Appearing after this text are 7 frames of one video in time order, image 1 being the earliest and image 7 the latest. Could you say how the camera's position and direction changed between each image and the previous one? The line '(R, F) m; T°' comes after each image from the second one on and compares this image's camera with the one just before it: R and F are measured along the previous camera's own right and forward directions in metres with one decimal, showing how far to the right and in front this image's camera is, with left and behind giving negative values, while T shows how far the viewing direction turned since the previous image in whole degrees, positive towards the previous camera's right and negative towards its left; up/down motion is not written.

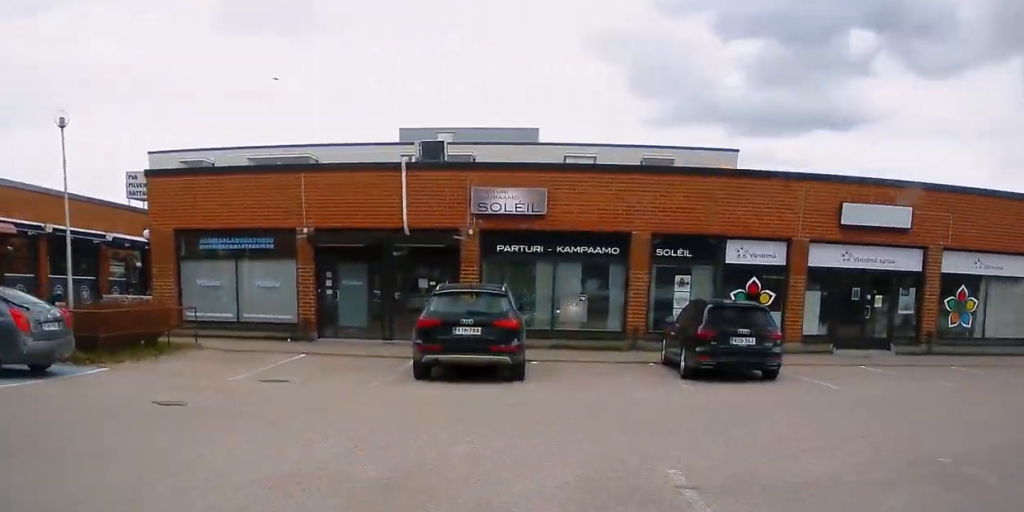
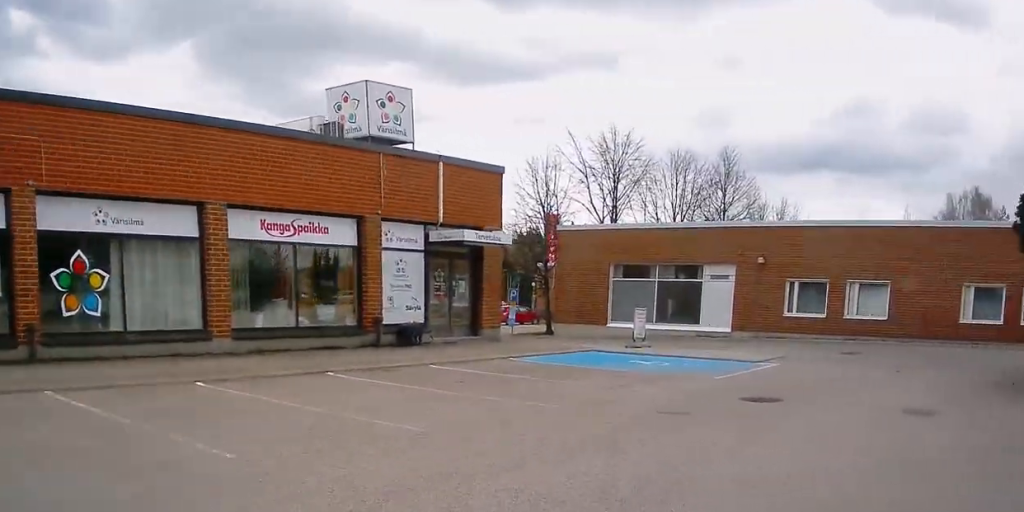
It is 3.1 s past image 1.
(+4.5, +9.4) m; +48°
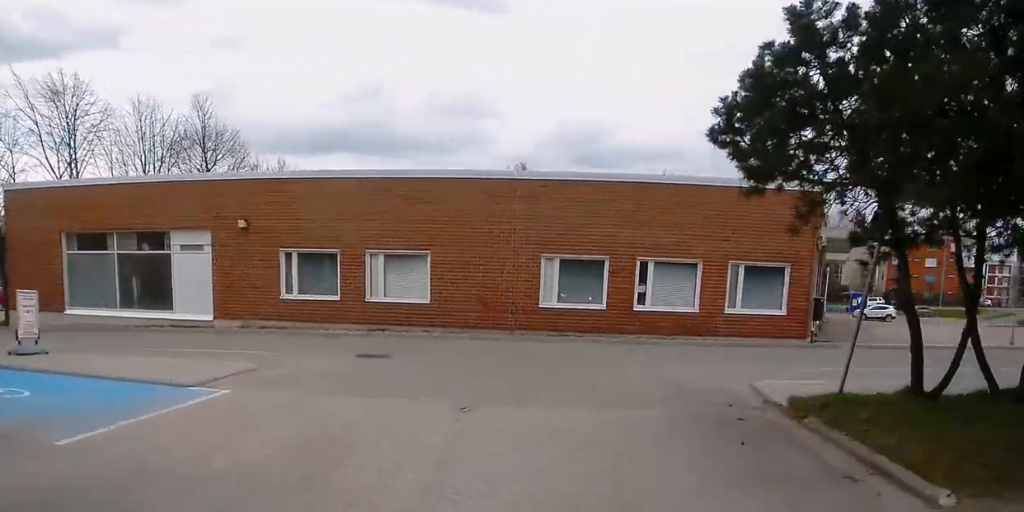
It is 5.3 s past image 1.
(+1.7, +7.6) m; +13°
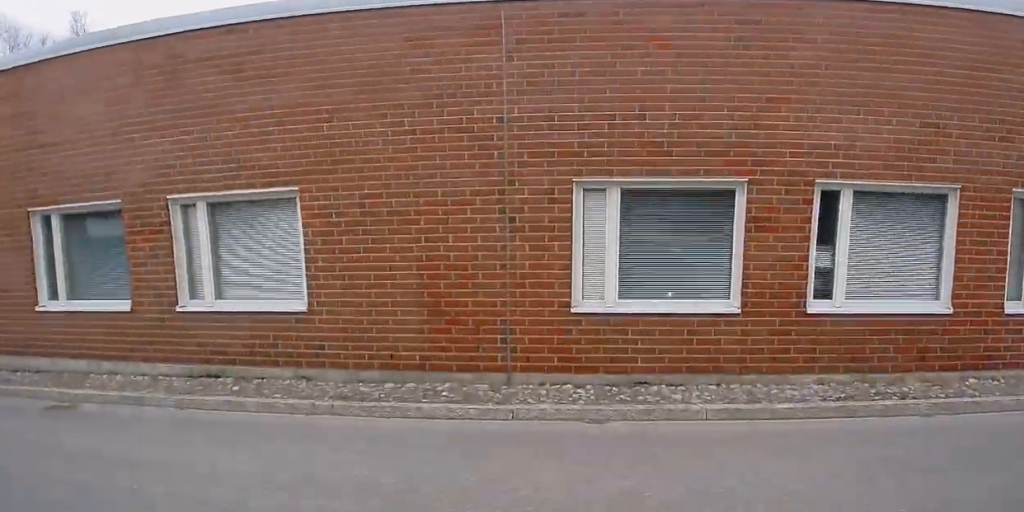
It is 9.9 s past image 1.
(-2.1, +11.7) m; -44°
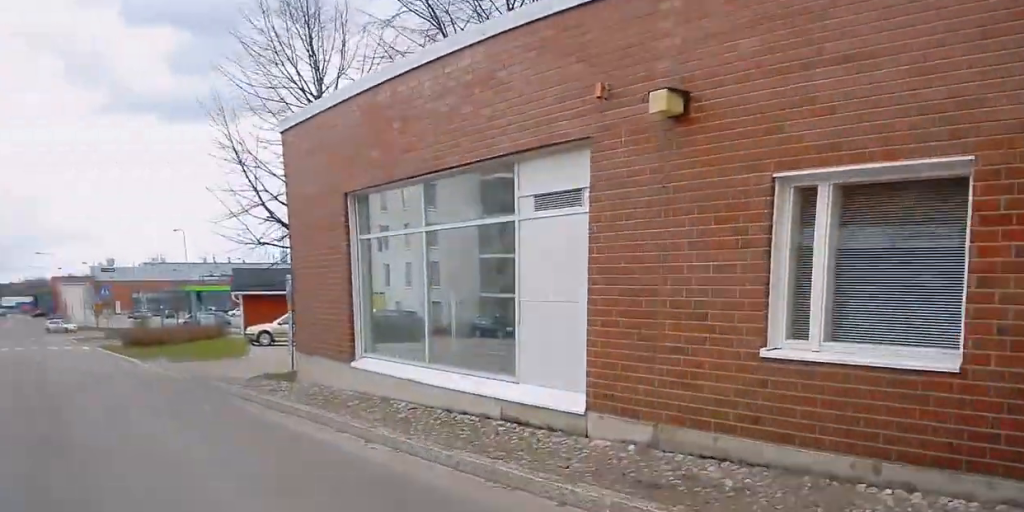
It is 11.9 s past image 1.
(-2.2, +6.3) m; -28°
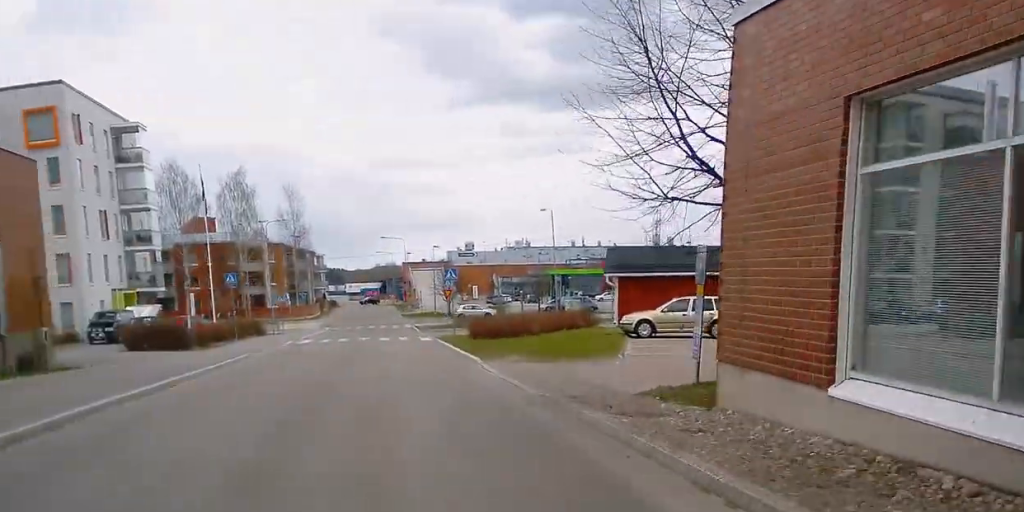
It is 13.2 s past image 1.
(-0.5, +6.6) m; -11°
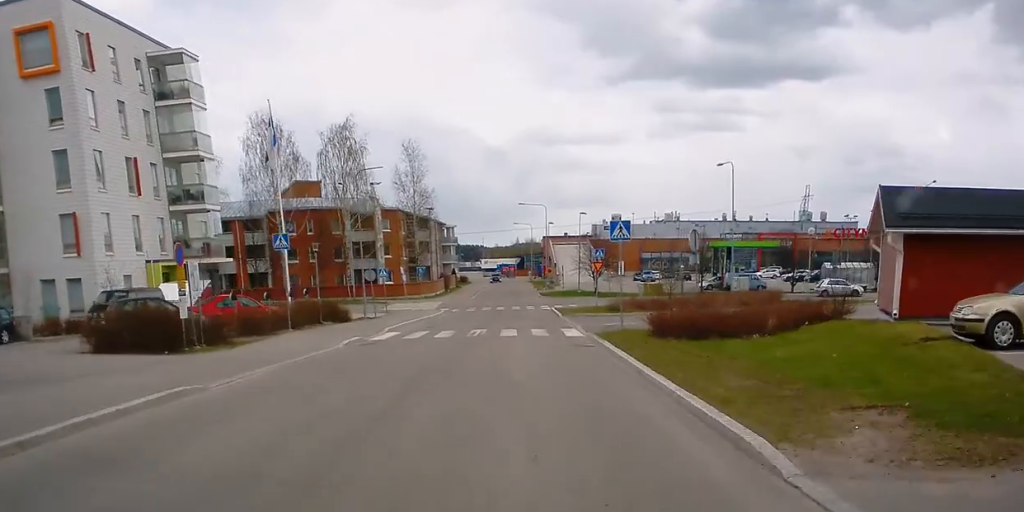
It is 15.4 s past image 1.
(-1.4, +15.8) m; -6°
